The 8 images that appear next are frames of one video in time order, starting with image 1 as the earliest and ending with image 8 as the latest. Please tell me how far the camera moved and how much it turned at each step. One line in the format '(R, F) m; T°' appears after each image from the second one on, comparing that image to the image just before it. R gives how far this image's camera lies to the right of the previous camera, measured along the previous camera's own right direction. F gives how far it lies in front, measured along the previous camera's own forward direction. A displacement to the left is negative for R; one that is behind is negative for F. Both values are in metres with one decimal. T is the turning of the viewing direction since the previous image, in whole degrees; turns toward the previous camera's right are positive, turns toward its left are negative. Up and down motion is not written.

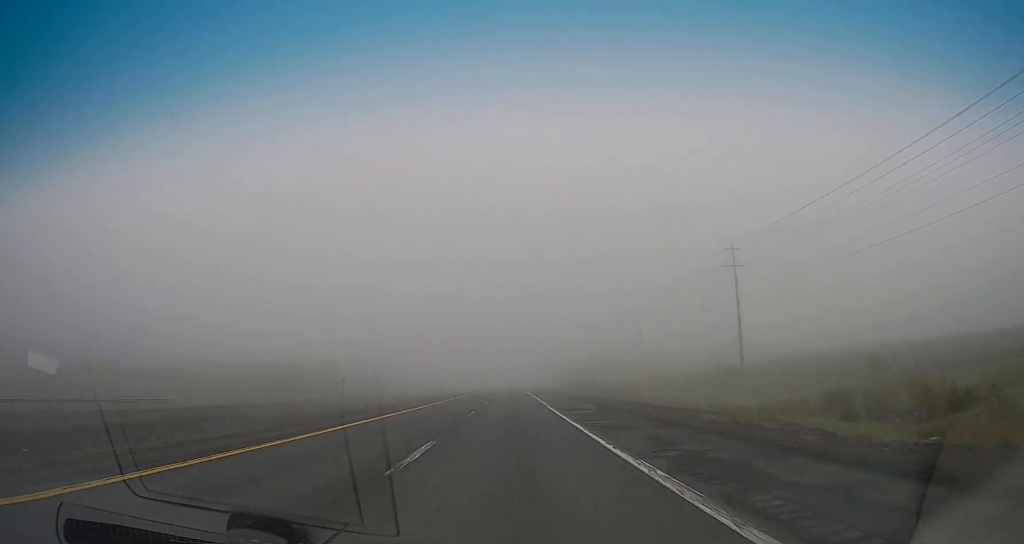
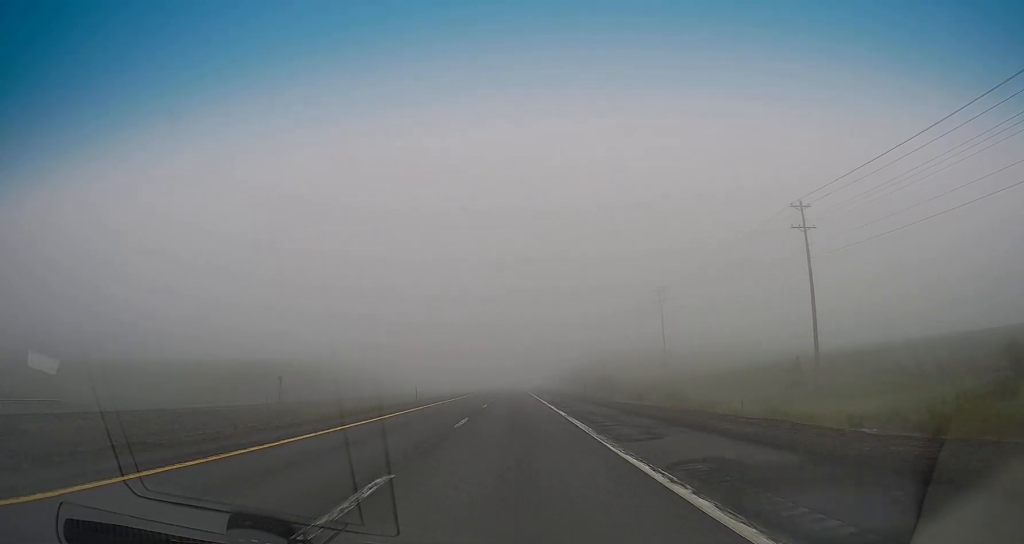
(0.0, +20.3) m; 0°
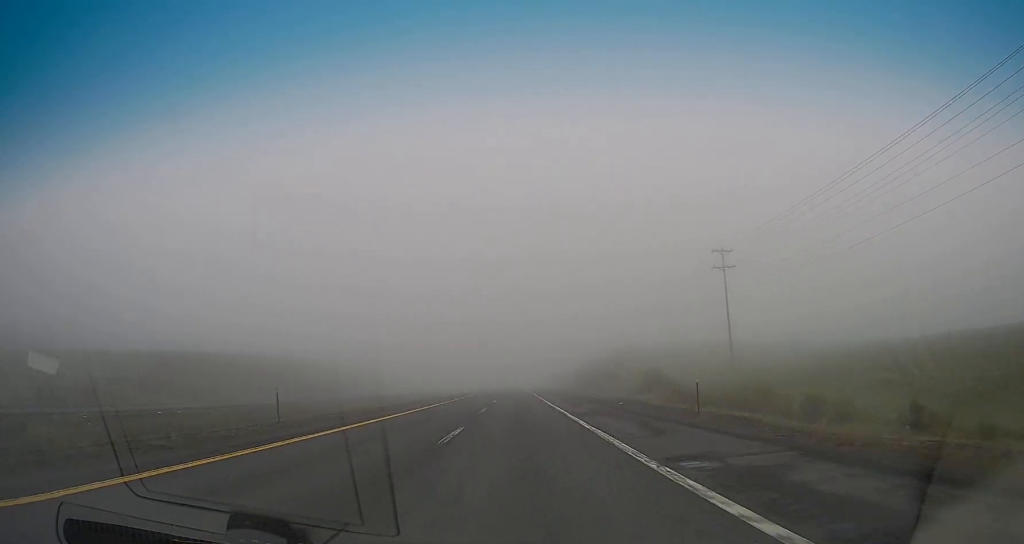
(0.0, +36.7) m; 0°
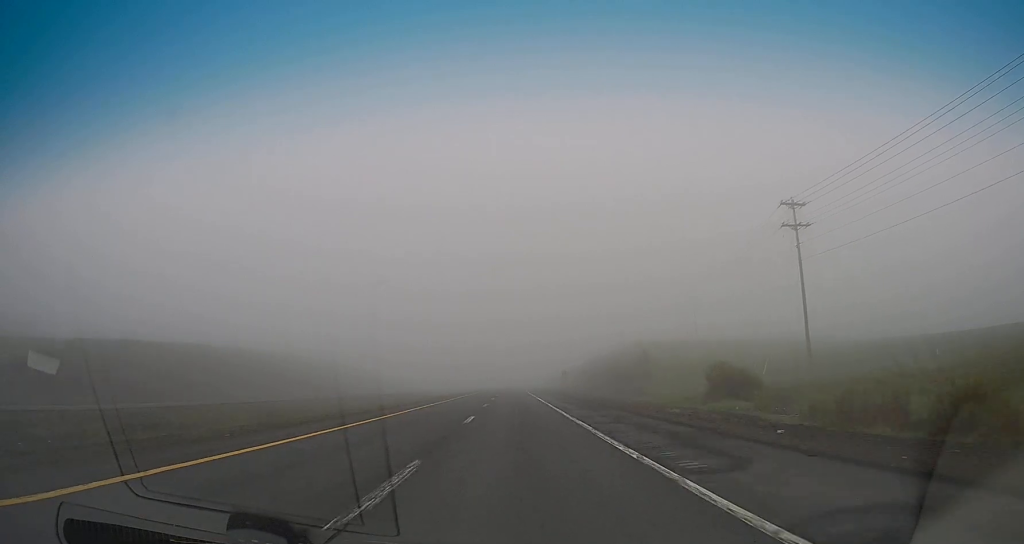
(-0.1, +26.1) m; 0°
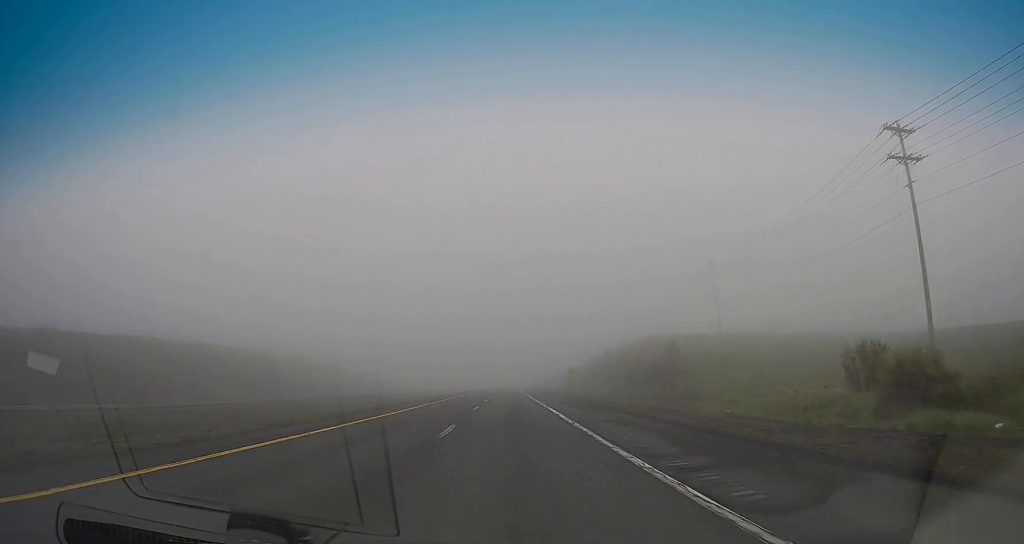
(-0.1, +22.8) m; 0°
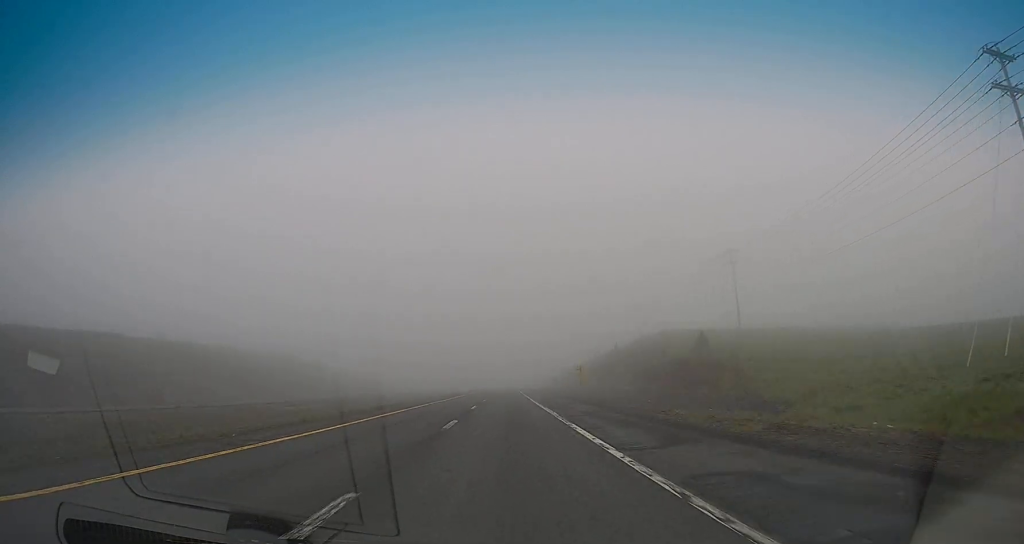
(0.0, +12.8) m; 0°
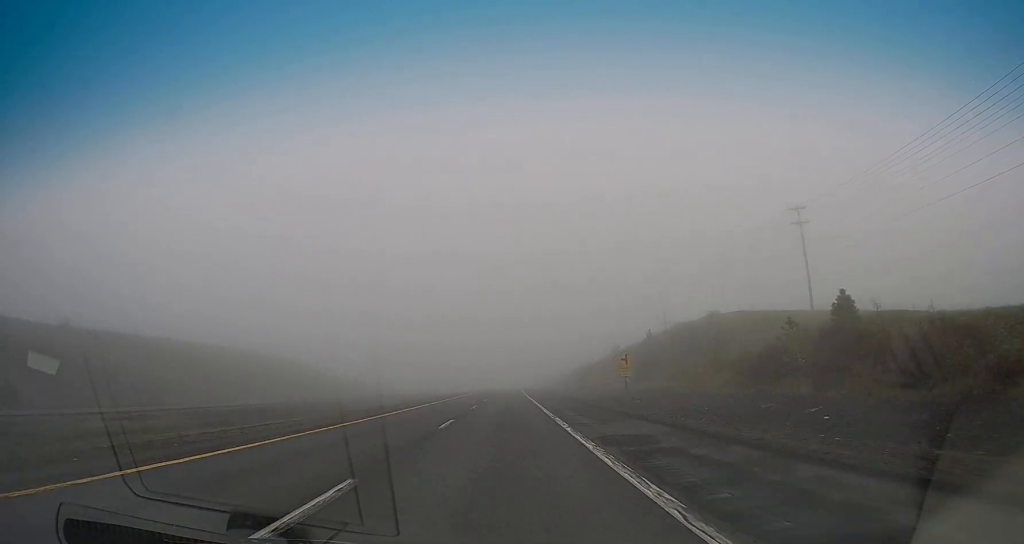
(+0.2, +29.6) m; 0°
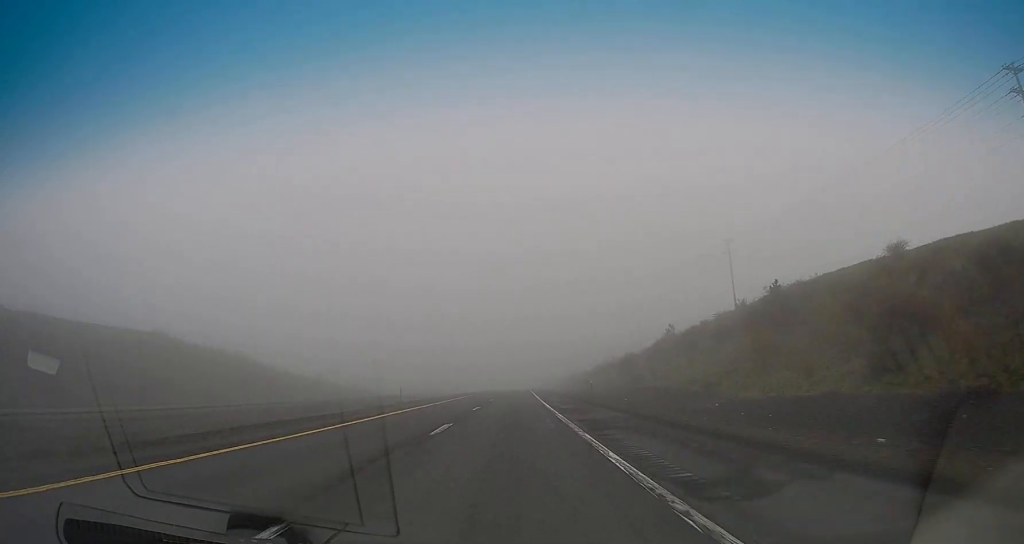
(+0.2, +43.8) m; 0°
